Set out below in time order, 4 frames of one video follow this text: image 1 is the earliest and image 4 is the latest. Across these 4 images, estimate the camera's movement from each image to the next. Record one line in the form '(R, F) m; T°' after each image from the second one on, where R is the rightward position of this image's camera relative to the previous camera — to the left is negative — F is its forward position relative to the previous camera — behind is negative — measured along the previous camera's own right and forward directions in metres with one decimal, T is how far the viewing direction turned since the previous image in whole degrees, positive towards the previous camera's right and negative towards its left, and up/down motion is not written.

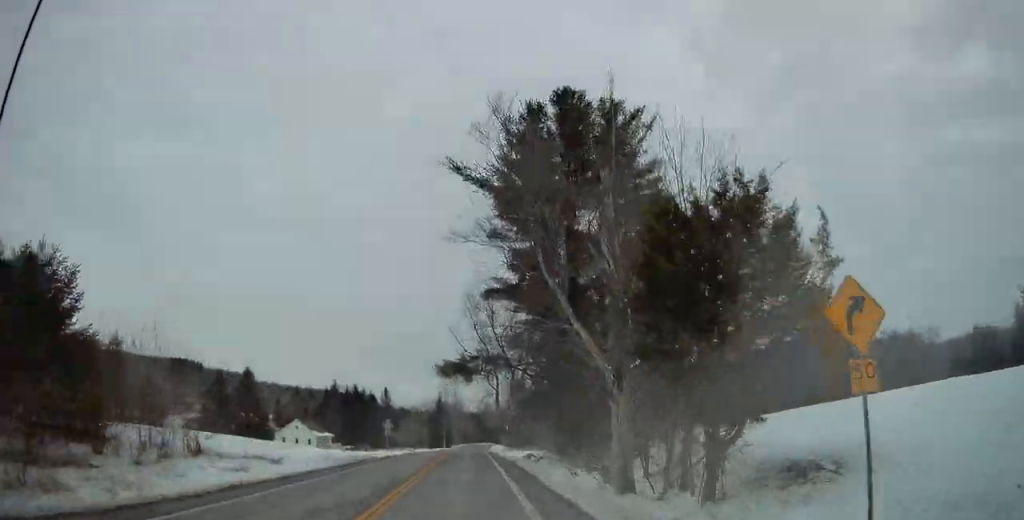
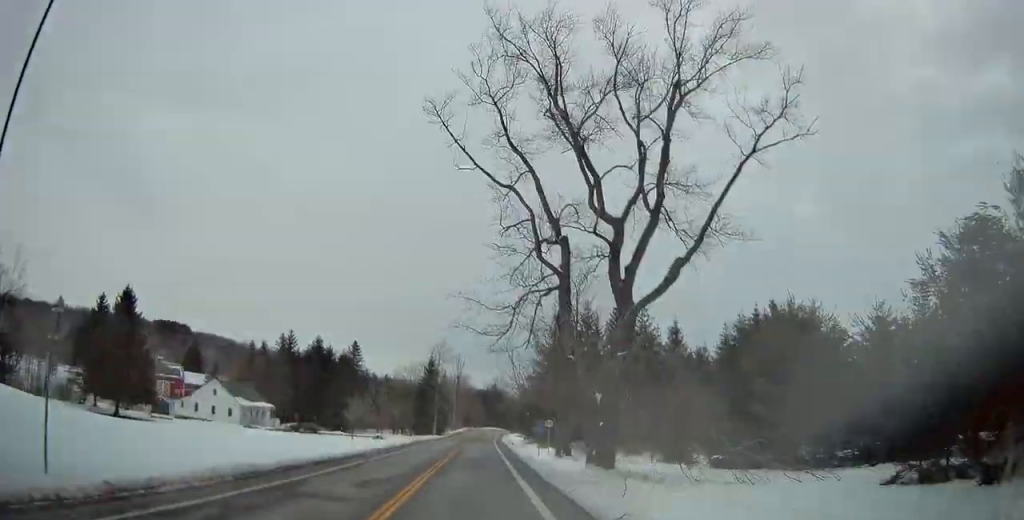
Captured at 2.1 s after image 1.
(-0.6, +47.0) m; -2°
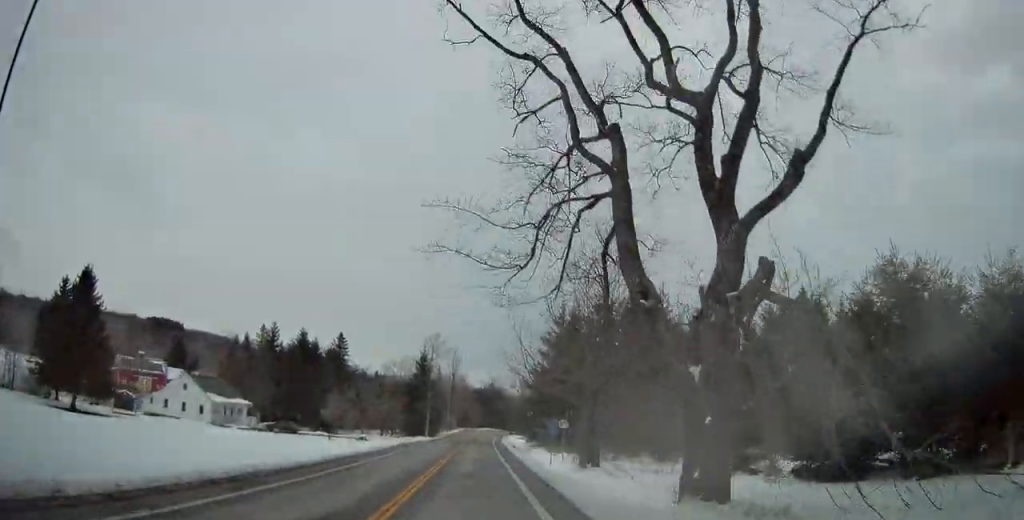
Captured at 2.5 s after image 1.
(0.0, +9.0) m; 0°
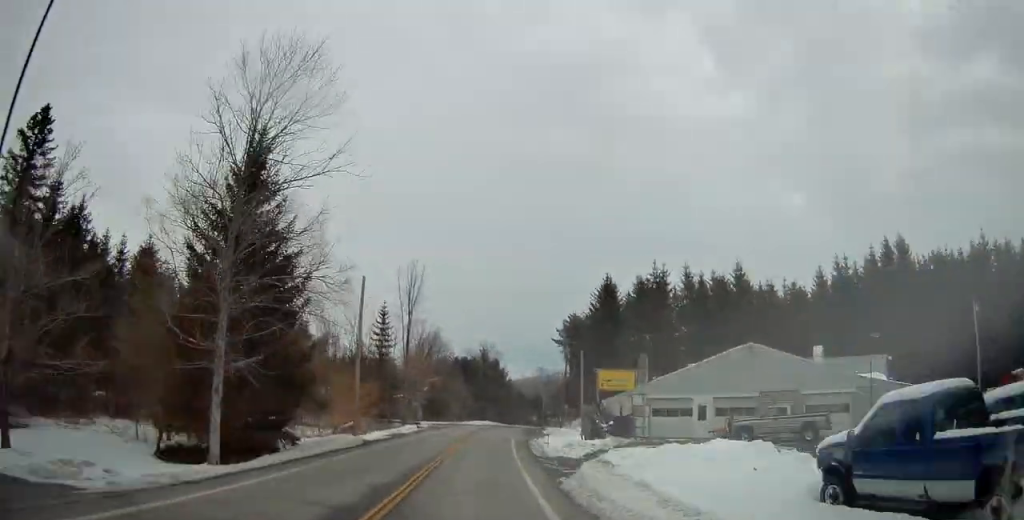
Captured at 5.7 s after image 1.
(+0.4, +72.7) m; 0°
